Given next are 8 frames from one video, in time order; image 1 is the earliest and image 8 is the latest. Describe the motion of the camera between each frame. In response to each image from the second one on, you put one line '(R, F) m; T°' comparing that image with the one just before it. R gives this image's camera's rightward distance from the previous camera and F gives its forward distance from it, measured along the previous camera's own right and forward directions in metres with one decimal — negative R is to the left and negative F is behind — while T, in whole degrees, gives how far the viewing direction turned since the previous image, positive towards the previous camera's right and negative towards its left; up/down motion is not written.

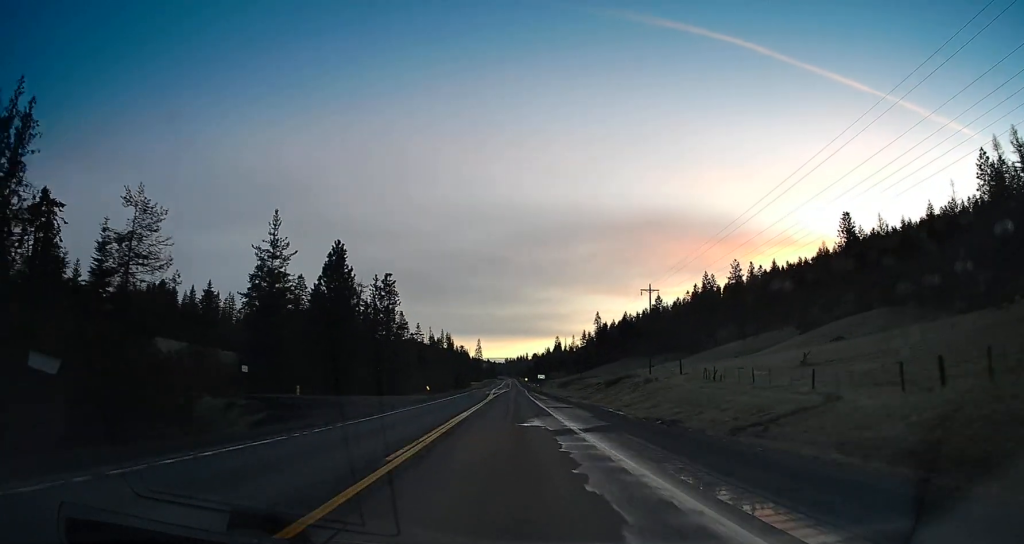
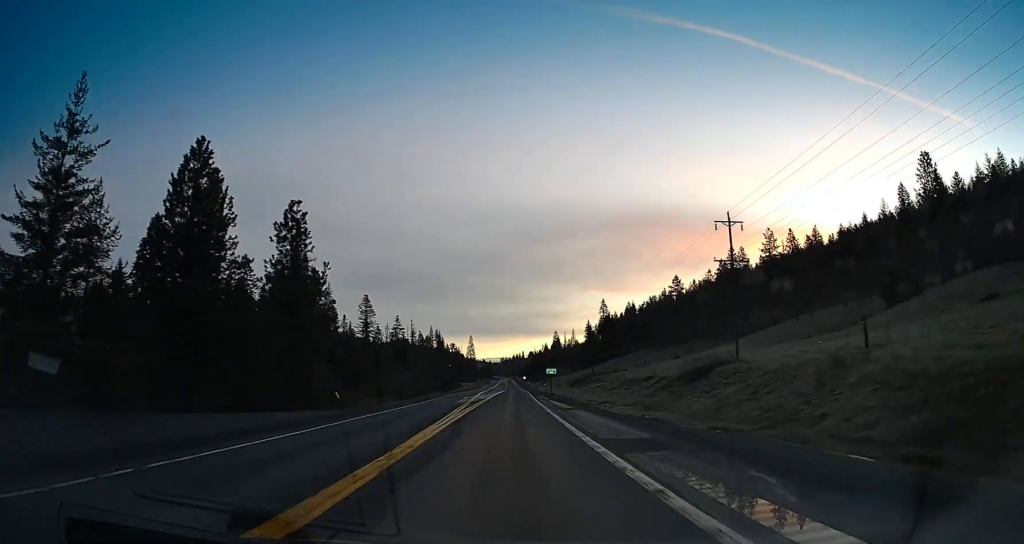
(-1.0, +41.1) m; -2°
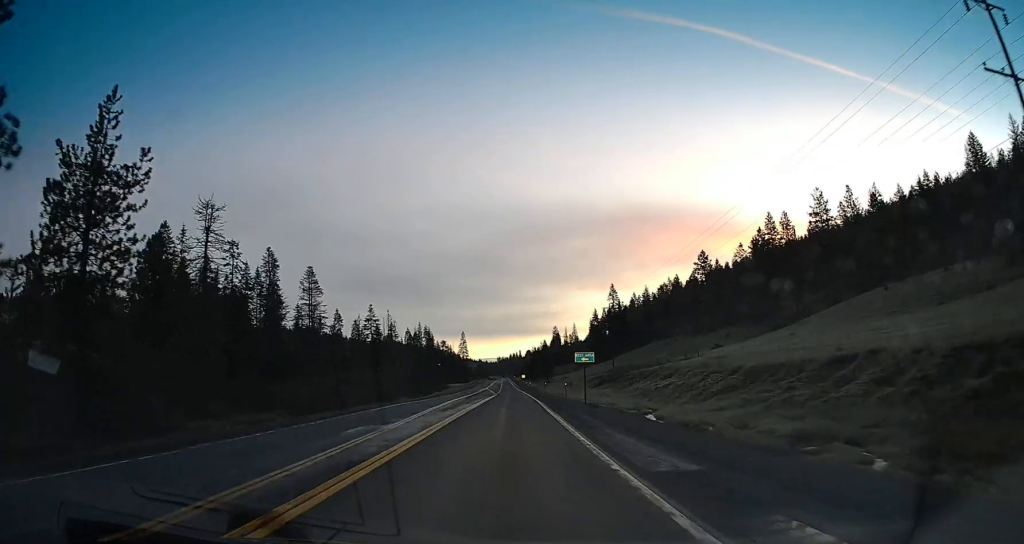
(0.0, +41.3) m; 0°
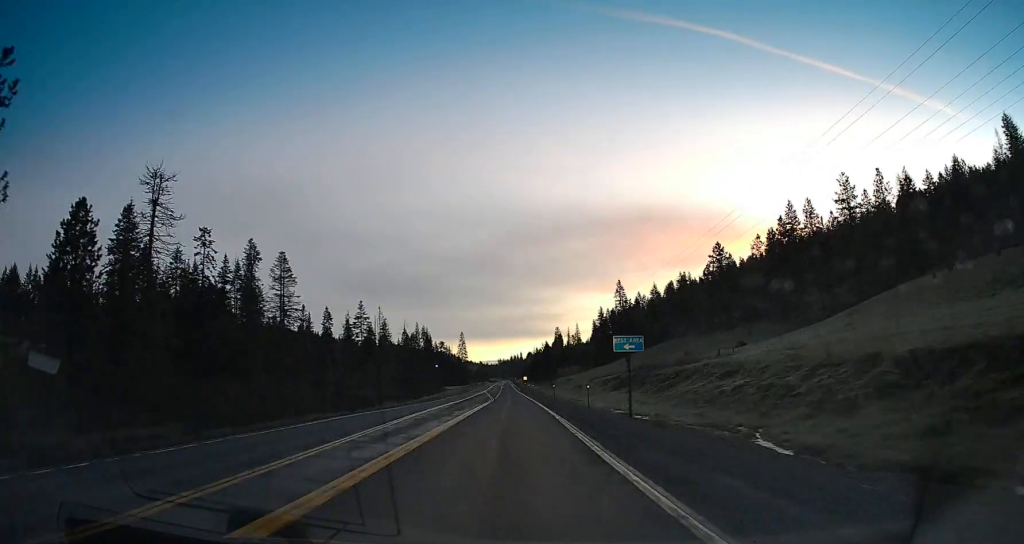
(0.0, +15.3) m; 0°
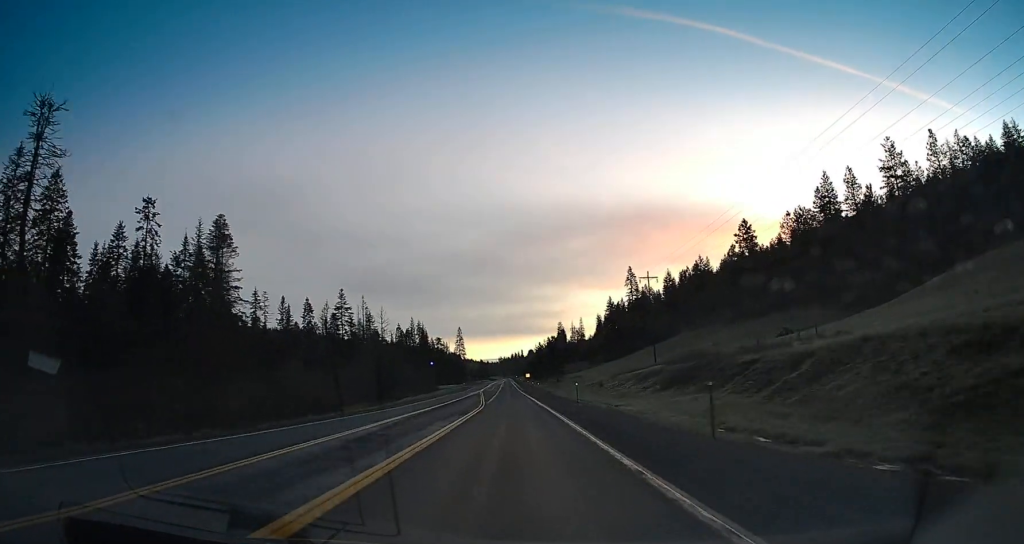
(+0.1, +23.4) m; +1°
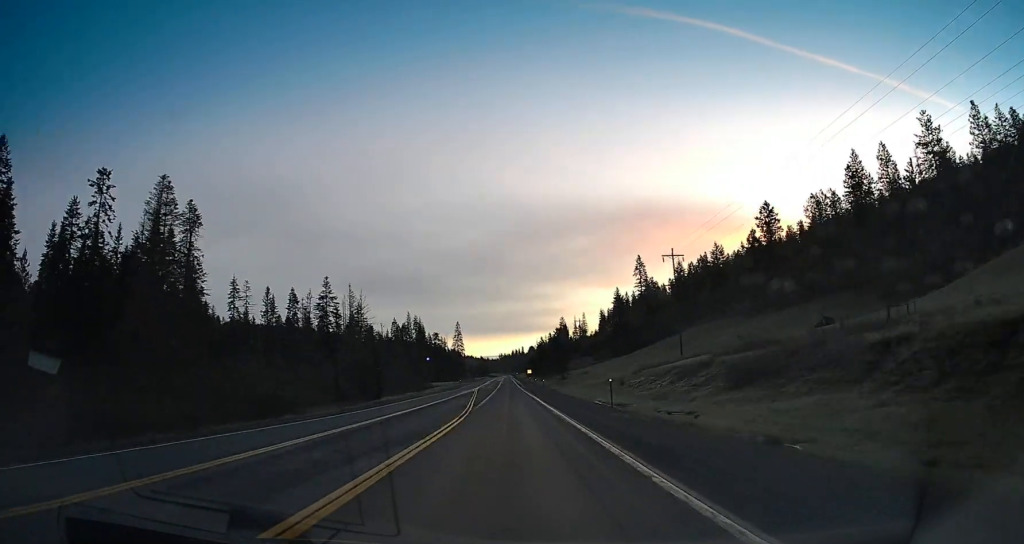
(+0.1, +15.2) m; 0°
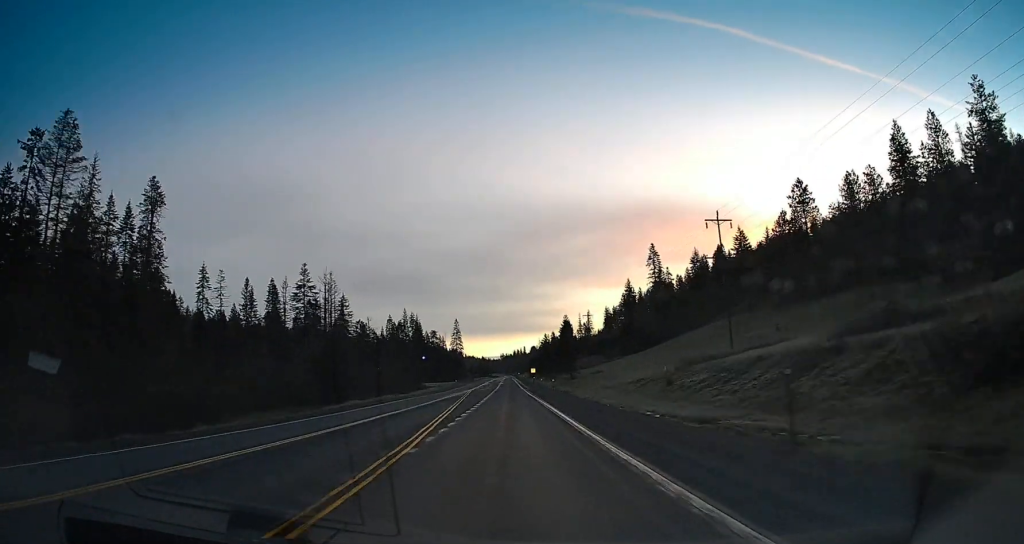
(0.0, +18.8) m; 0°
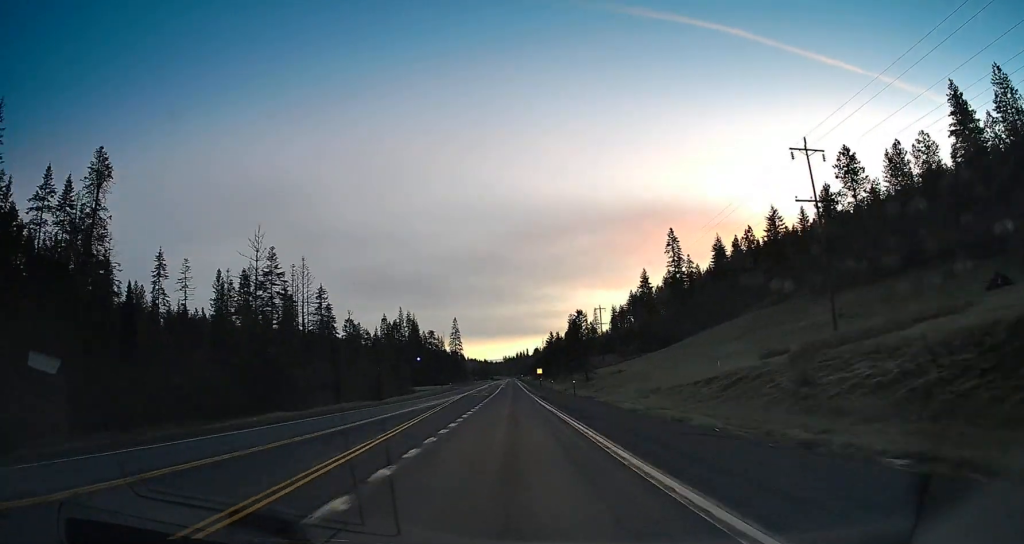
(0.0, +21.5) m; 0°
